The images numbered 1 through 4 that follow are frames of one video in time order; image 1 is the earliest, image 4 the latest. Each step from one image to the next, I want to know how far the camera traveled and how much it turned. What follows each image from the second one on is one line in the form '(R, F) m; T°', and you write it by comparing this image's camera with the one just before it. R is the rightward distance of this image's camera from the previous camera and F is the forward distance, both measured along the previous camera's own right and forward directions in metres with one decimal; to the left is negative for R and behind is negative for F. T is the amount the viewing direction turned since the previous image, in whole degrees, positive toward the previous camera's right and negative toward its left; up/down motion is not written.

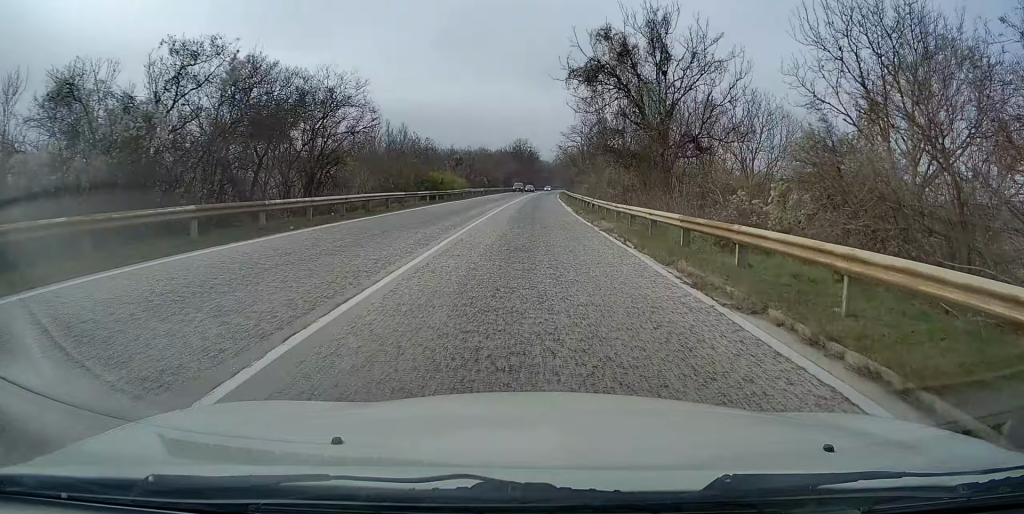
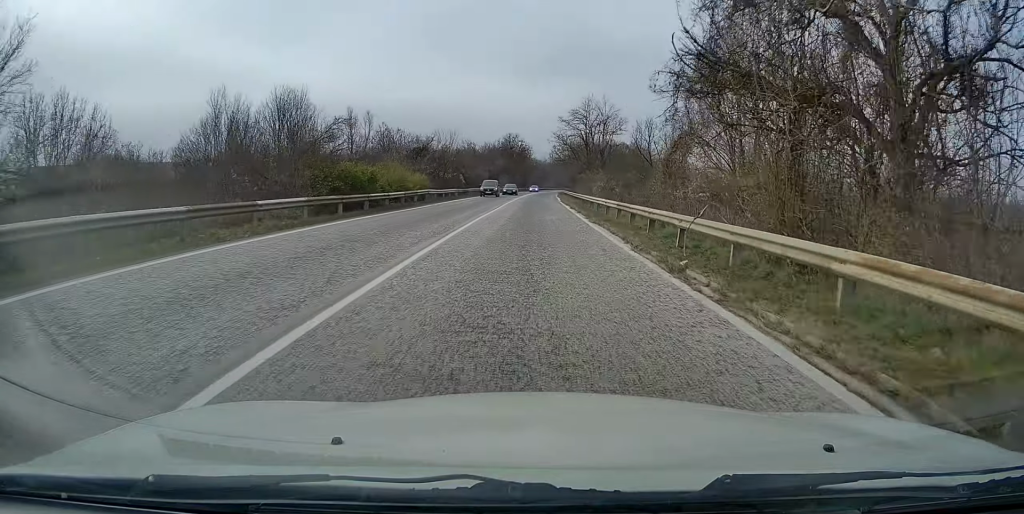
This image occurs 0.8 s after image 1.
(0.0, +22.8) m; +1°
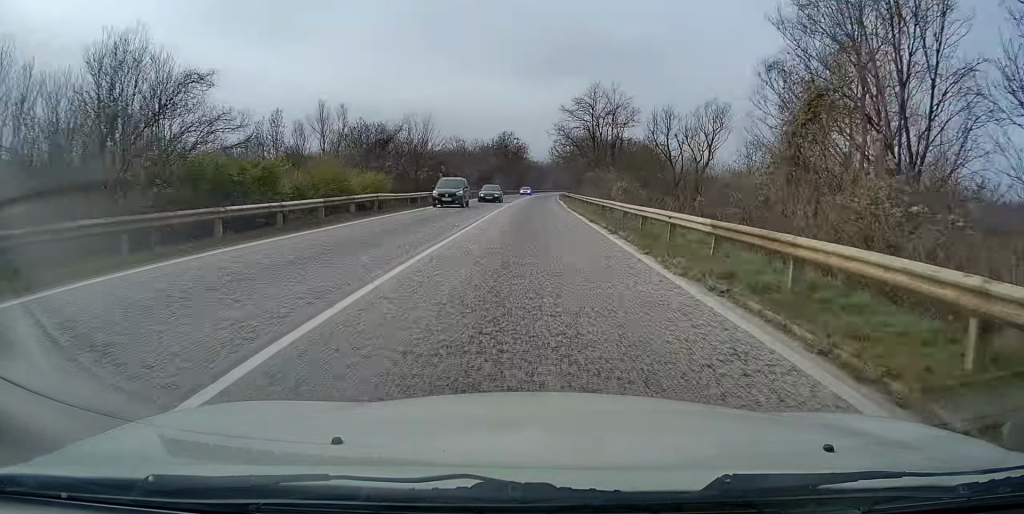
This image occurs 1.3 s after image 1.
(+0.1, +13.8) m; 0°
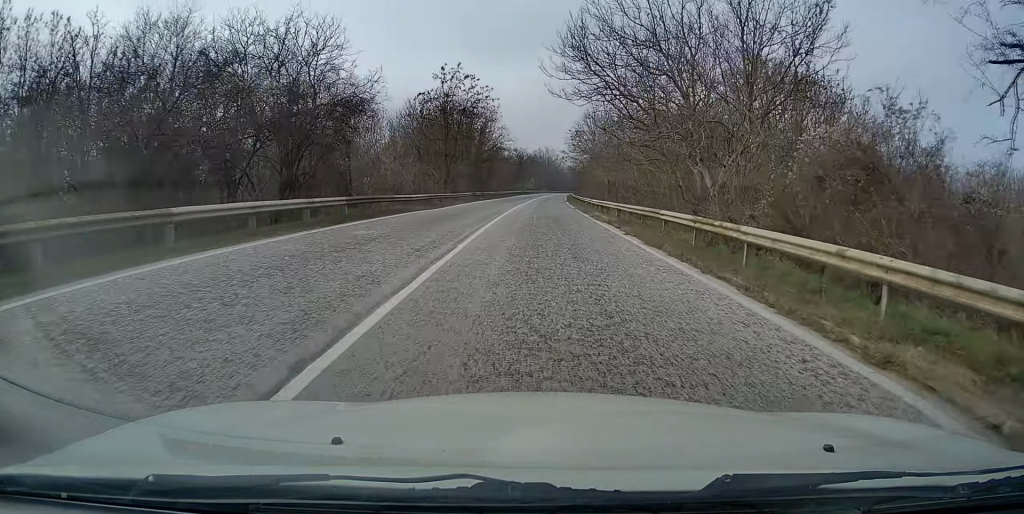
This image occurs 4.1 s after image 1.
(+1.9, +75.9) m; +3°
